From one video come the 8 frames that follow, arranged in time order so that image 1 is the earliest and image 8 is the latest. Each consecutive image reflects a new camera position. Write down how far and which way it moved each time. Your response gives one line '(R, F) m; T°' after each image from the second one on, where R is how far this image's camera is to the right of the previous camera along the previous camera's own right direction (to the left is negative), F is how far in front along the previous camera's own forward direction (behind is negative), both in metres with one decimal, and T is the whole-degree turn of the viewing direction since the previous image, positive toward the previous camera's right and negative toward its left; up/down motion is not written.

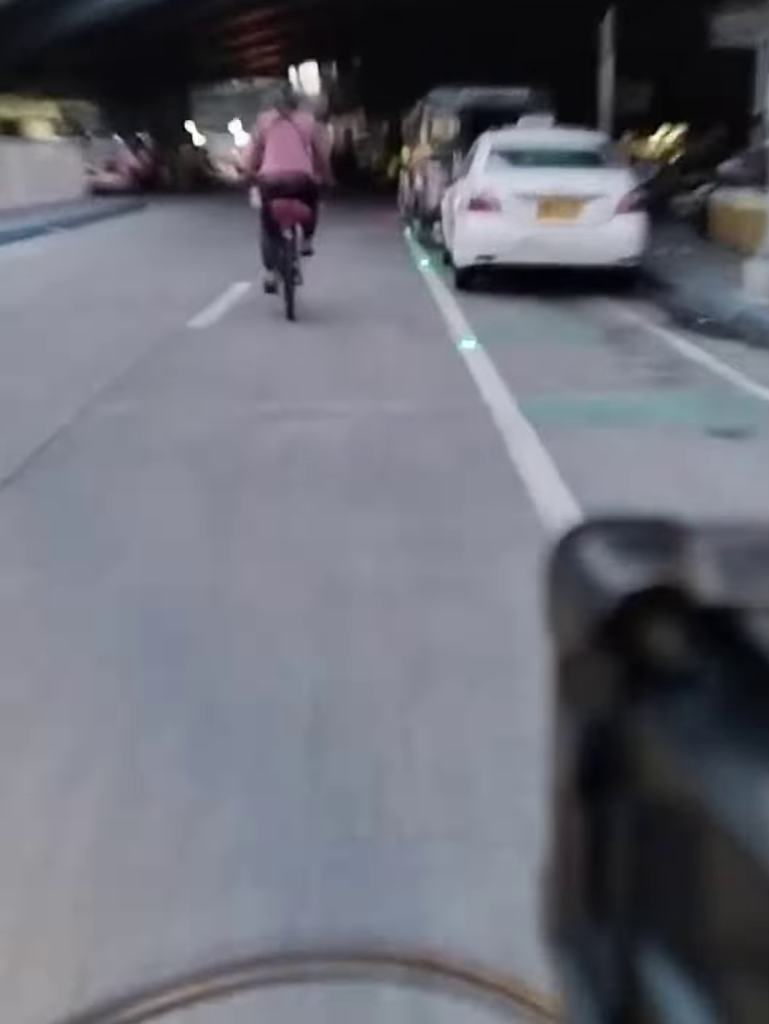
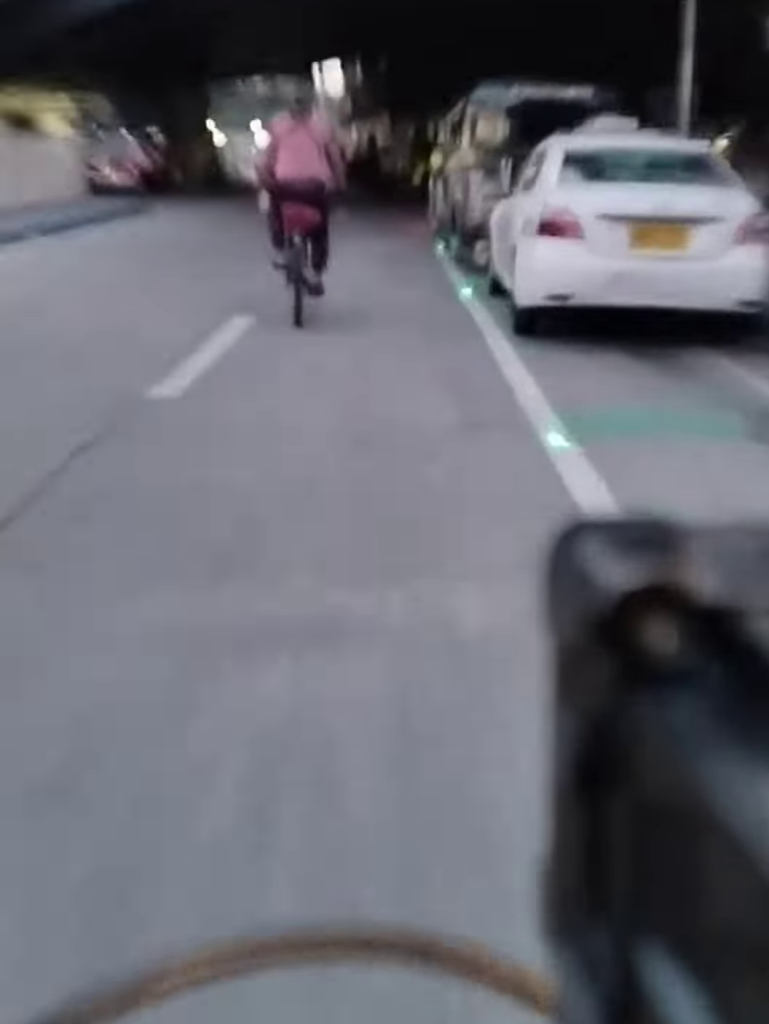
(+0.1, +2.4) m; +2°
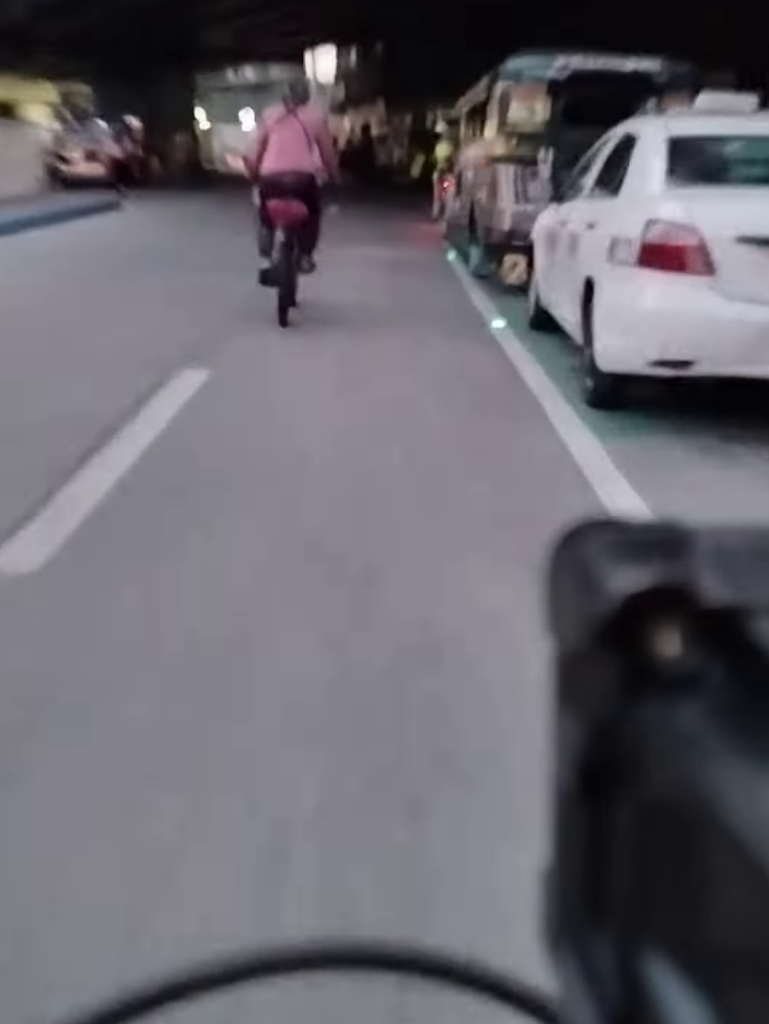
(0.0, +2.4) m; 0°
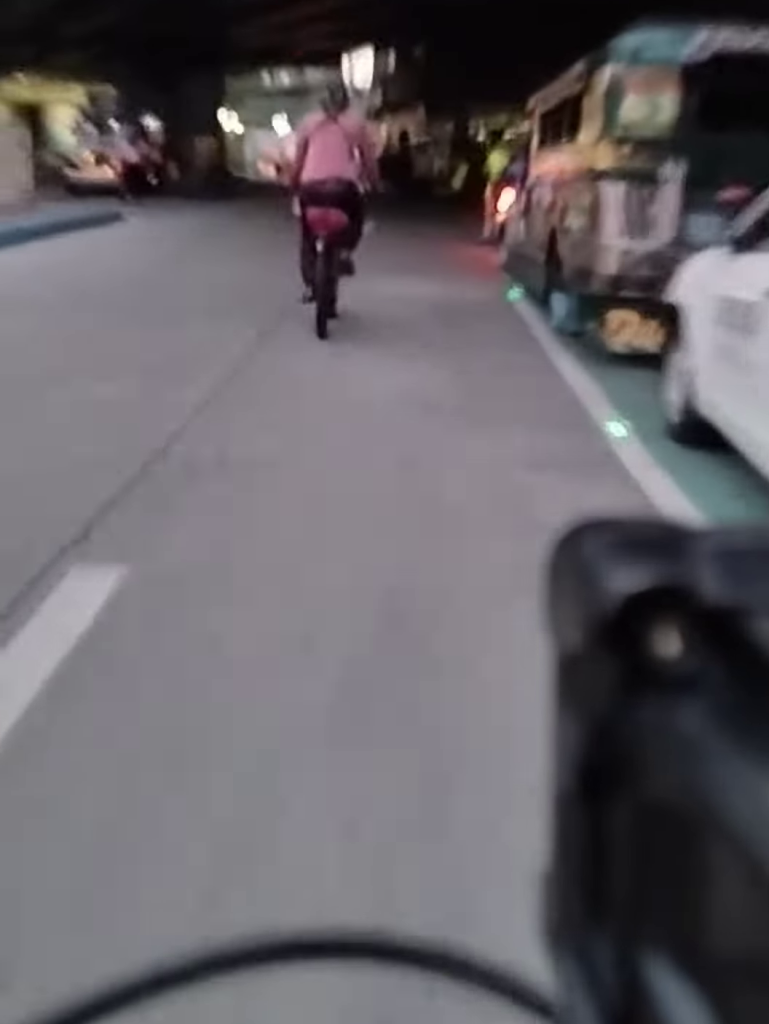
(0.0, +2.9) m; -1°
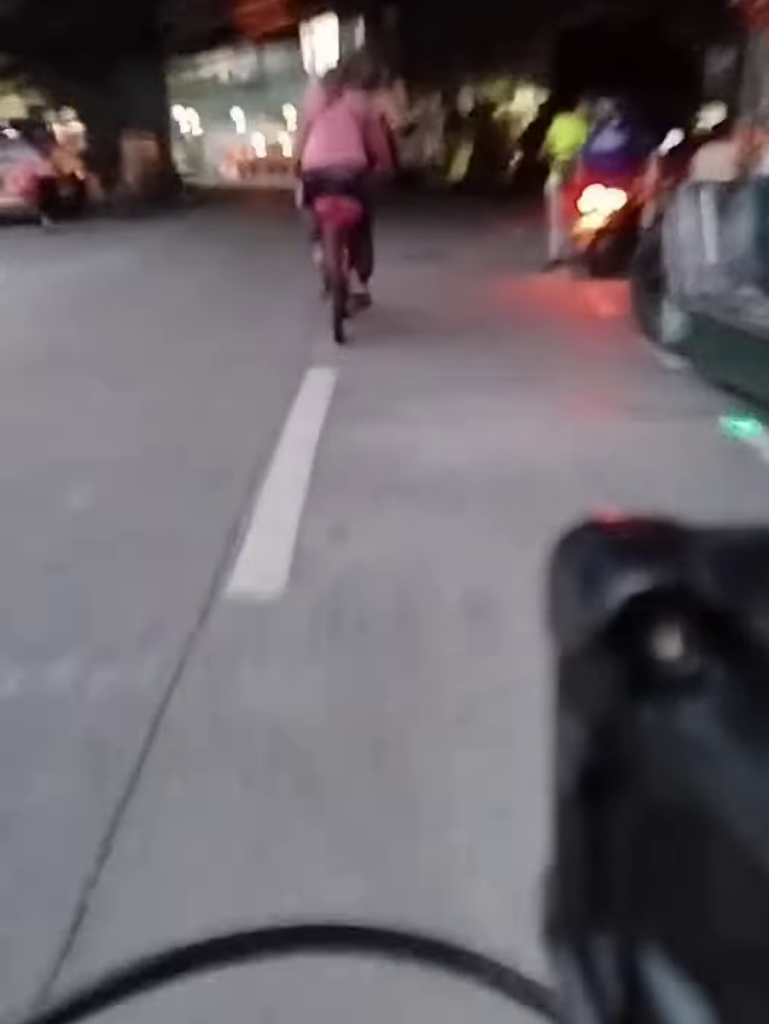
(0.0, +6.0) m; +1°
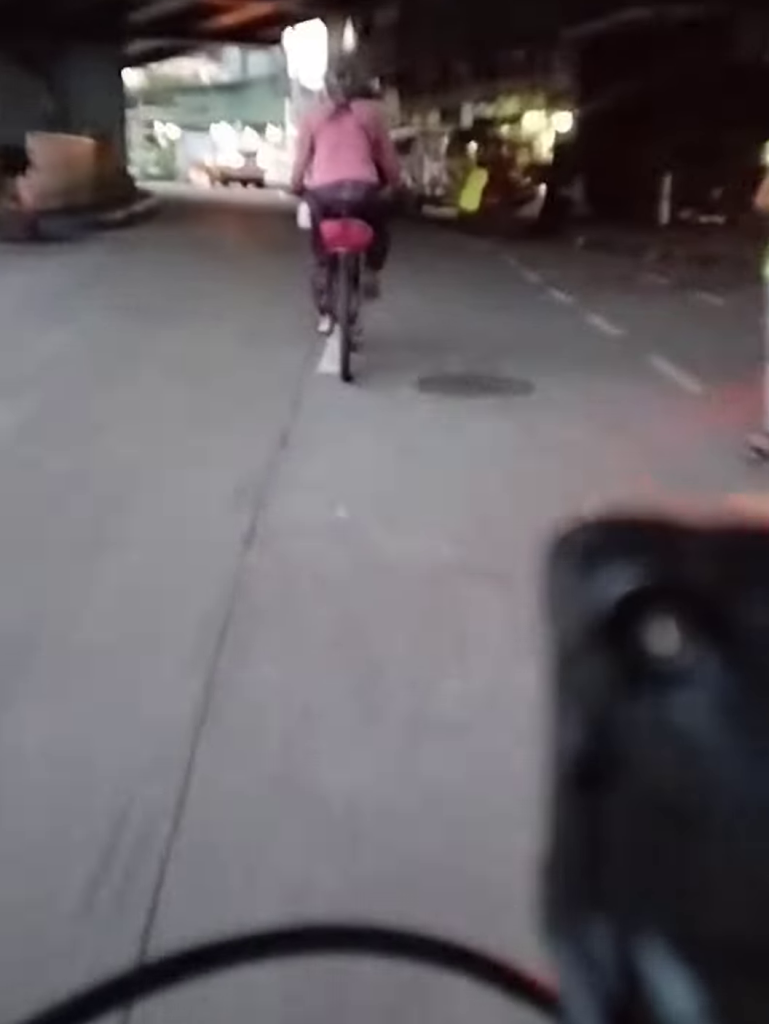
(+0.1, +5.9) m; +2°
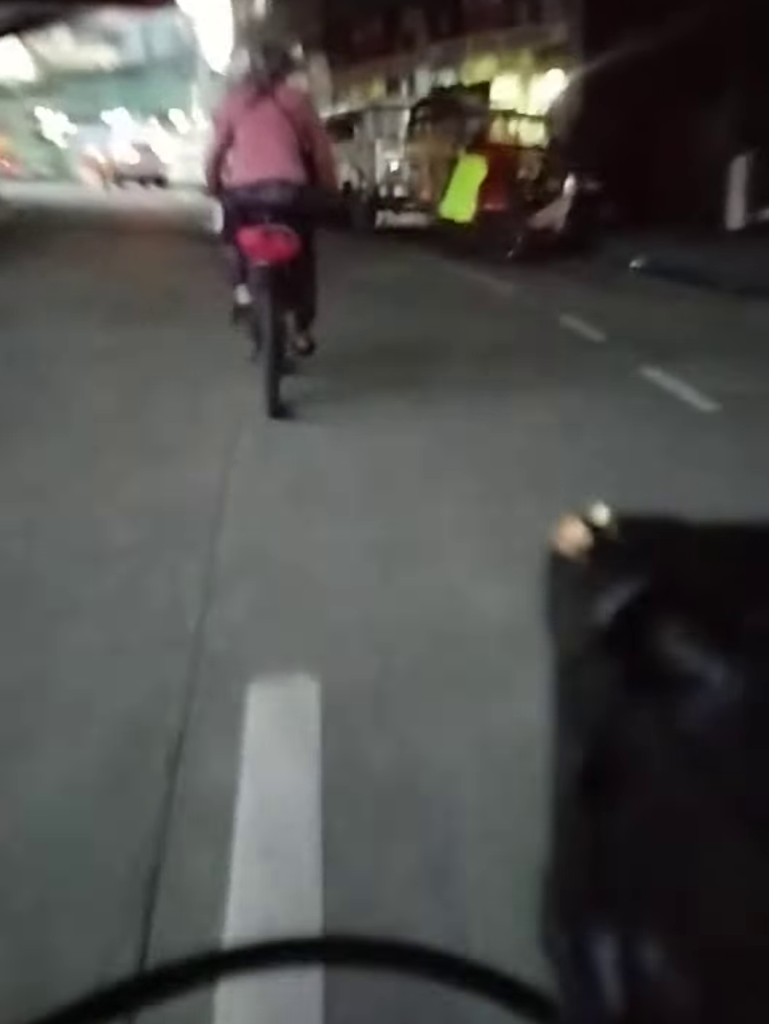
(+0.1, +6.7) m; +2°
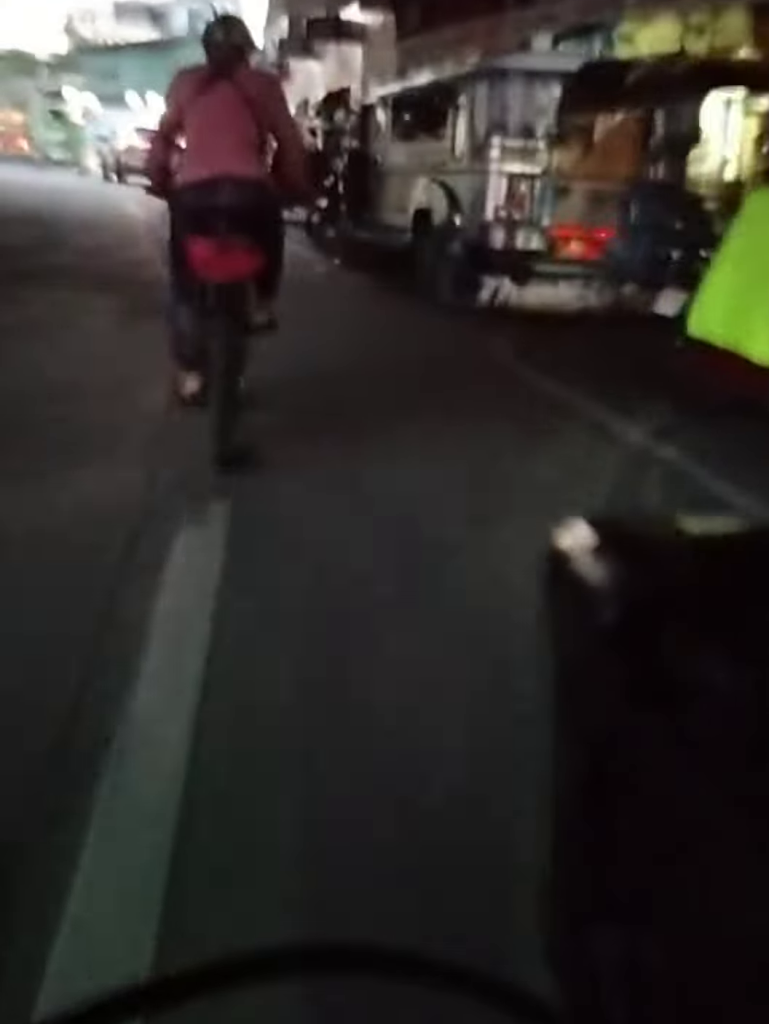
(0.0, +7.9) m; -2°
